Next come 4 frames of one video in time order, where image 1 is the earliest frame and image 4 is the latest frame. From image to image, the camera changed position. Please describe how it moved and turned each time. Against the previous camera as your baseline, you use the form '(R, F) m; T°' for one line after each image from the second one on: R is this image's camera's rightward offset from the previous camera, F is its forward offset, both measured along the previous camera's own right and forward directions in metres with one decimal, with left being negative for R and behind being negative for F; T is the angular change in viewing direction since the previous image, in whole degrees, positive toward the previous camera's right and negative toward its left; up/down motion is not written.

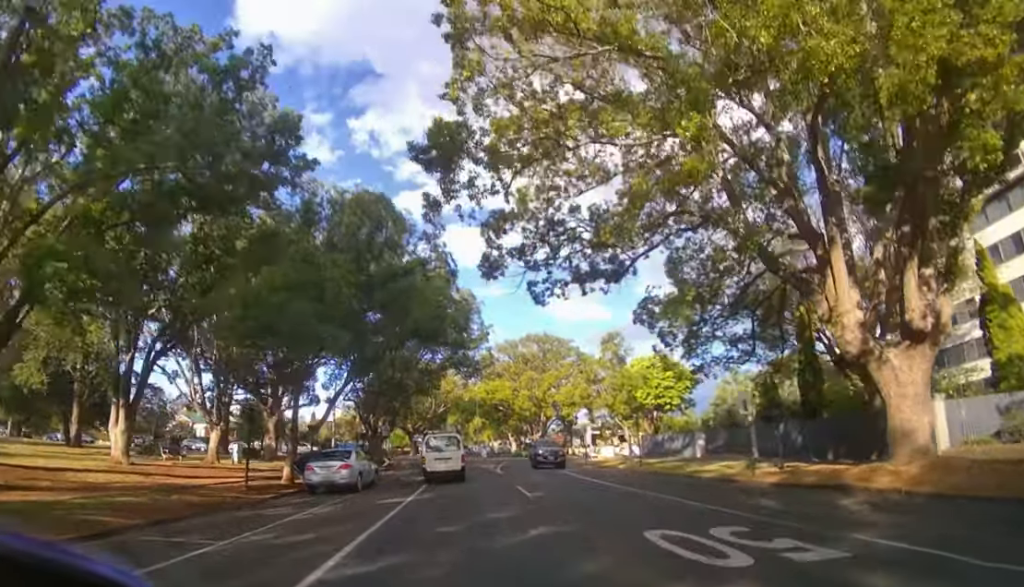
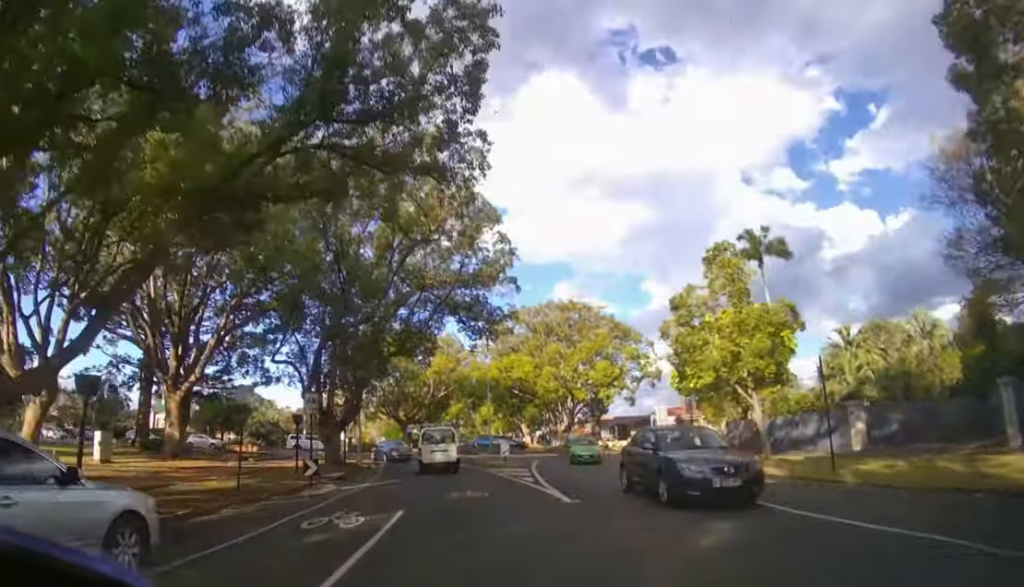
(-0.3, +14.3) m; -1°
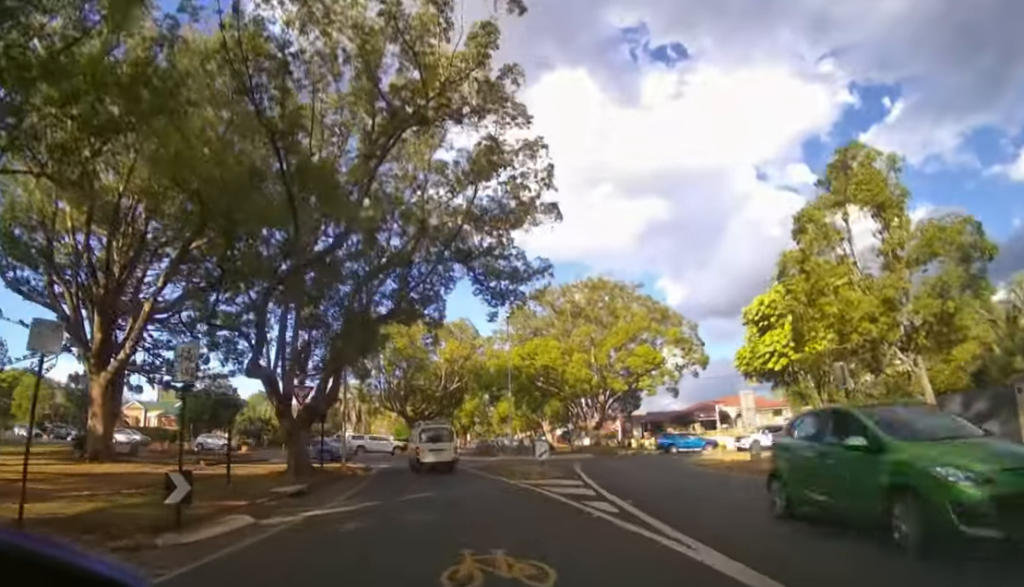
(+0.1, +7.1) m; -1°
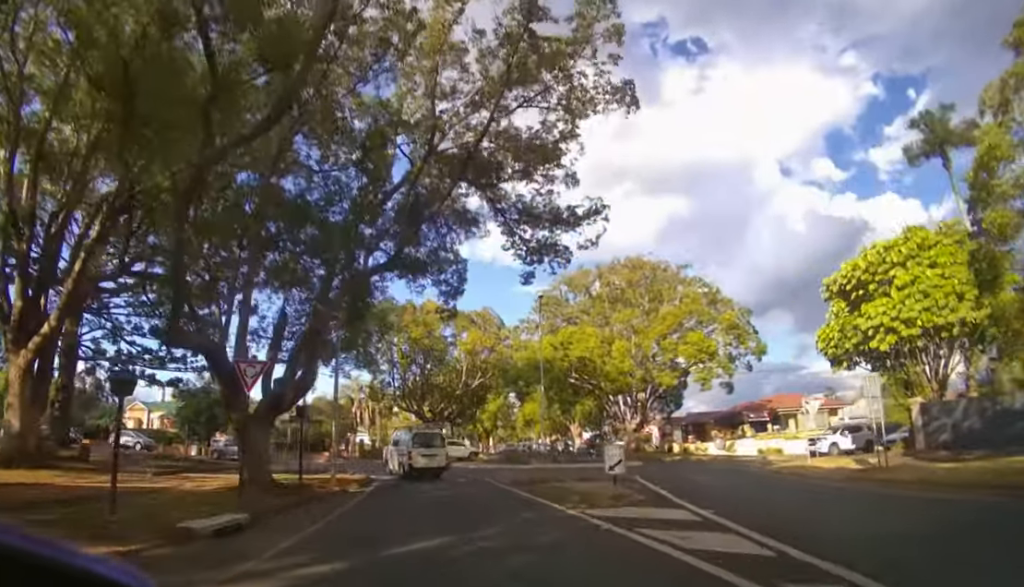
(-0.3, +6.2) m; -5°
